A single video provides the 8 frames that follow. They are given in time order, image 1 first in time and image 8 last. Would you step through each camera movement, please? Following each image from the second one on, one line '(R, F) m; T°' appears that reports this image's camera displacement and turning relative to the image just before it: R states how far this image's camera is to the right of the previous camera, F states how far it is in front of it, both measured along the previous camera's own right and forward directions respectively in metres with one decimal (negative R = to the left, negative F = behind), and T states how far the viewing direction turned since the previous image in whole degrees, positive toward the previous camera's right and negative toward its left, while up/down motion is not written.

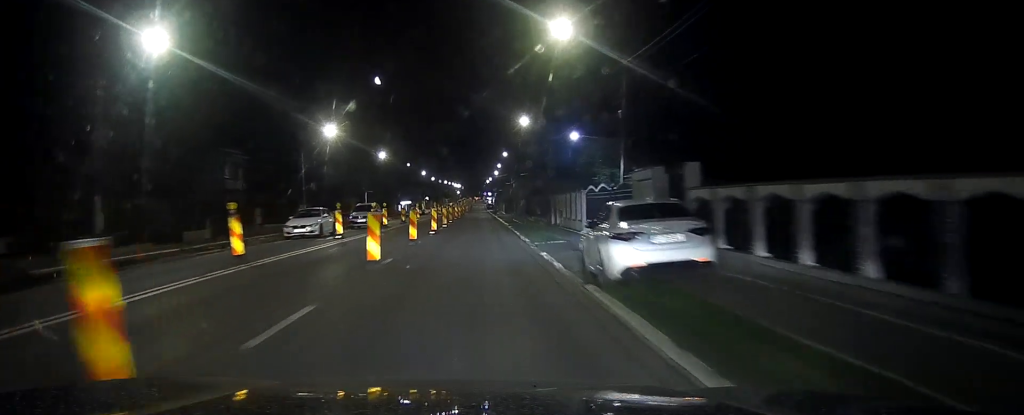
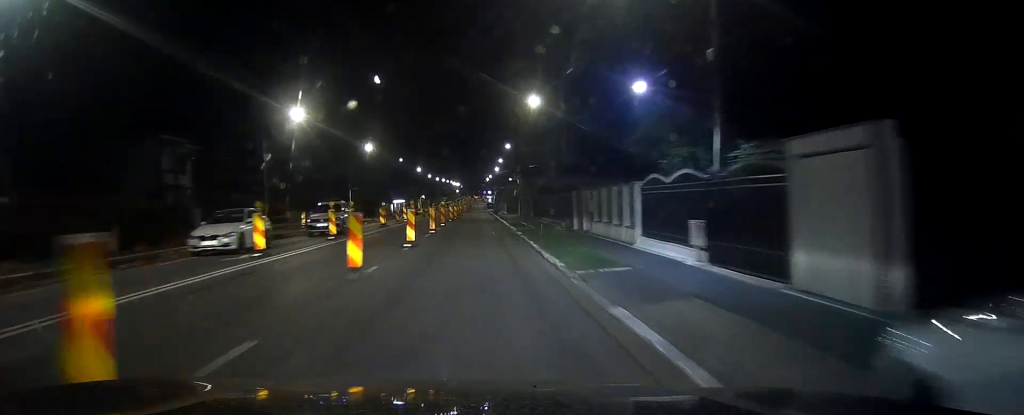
(0.0, +11.6) m; 0°
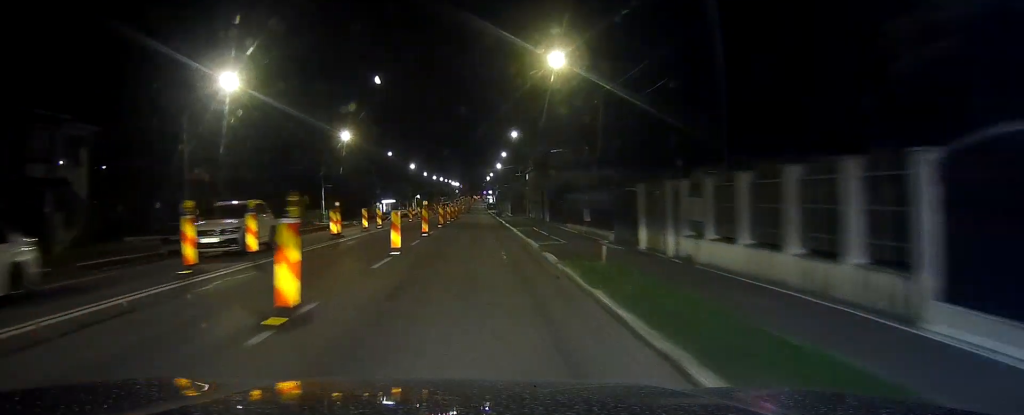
(+0.1, +15.0) m; 0°
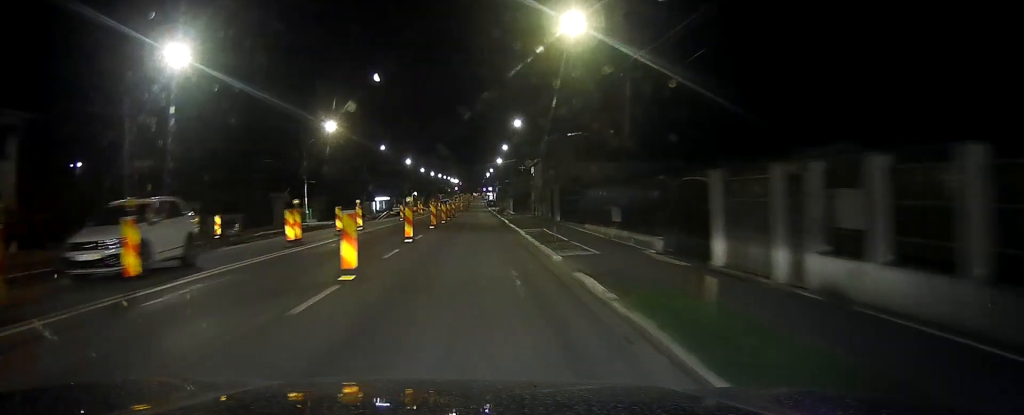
(+0.1, +7.0) m; 0°
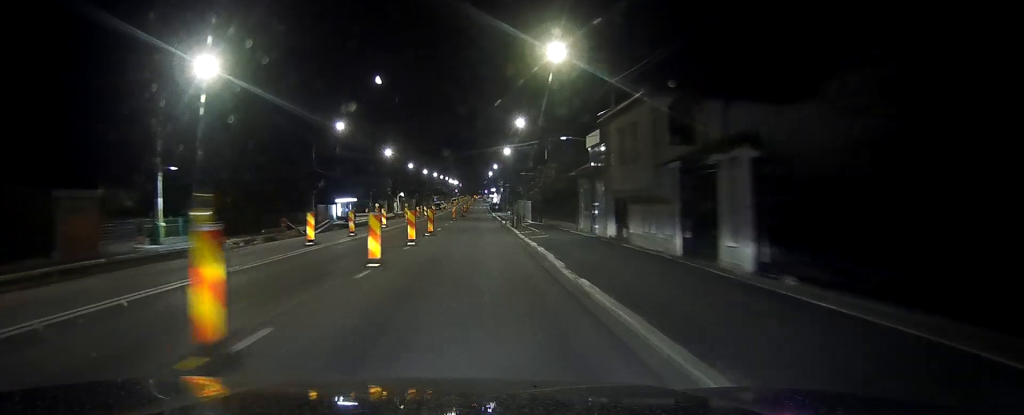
(-0.2, +30.9) m; 0°
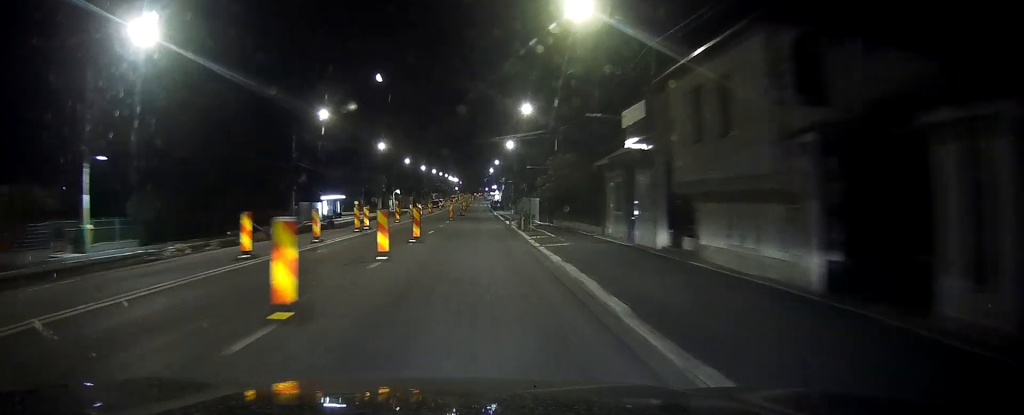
(0.0, +7.5) m; 0°
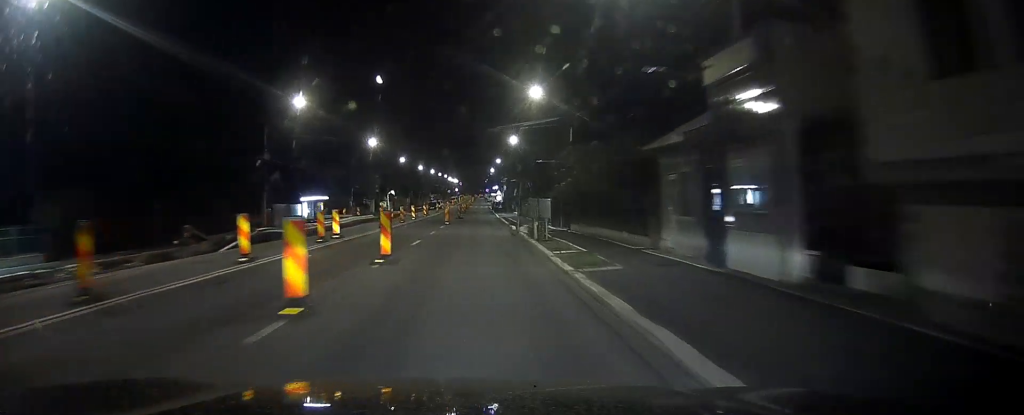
(0.0, +8.5) m; 0°
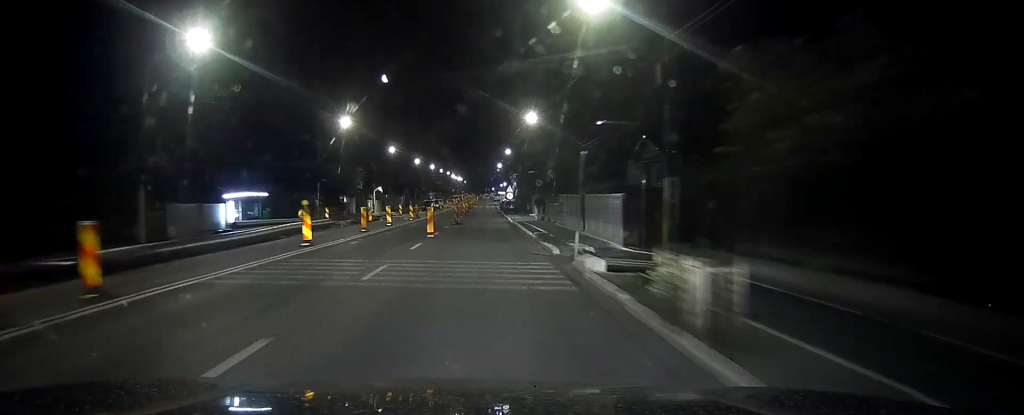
(-0.1, +20.7) m; 0°
